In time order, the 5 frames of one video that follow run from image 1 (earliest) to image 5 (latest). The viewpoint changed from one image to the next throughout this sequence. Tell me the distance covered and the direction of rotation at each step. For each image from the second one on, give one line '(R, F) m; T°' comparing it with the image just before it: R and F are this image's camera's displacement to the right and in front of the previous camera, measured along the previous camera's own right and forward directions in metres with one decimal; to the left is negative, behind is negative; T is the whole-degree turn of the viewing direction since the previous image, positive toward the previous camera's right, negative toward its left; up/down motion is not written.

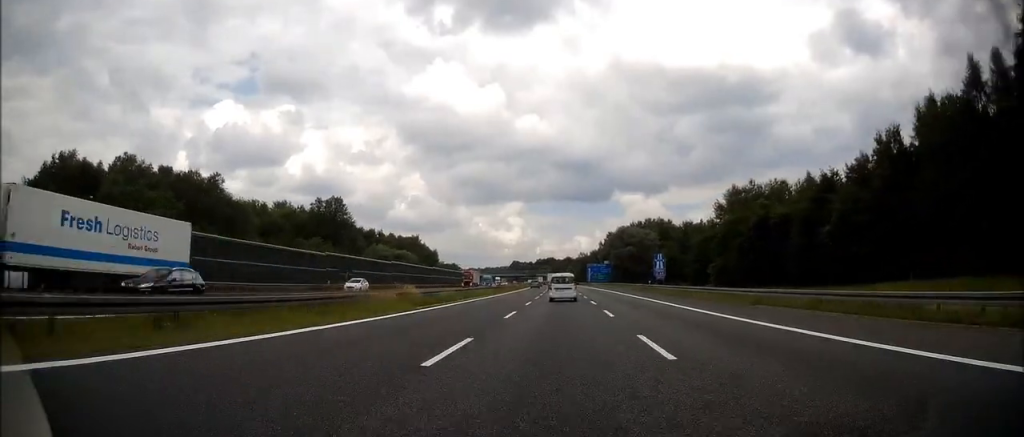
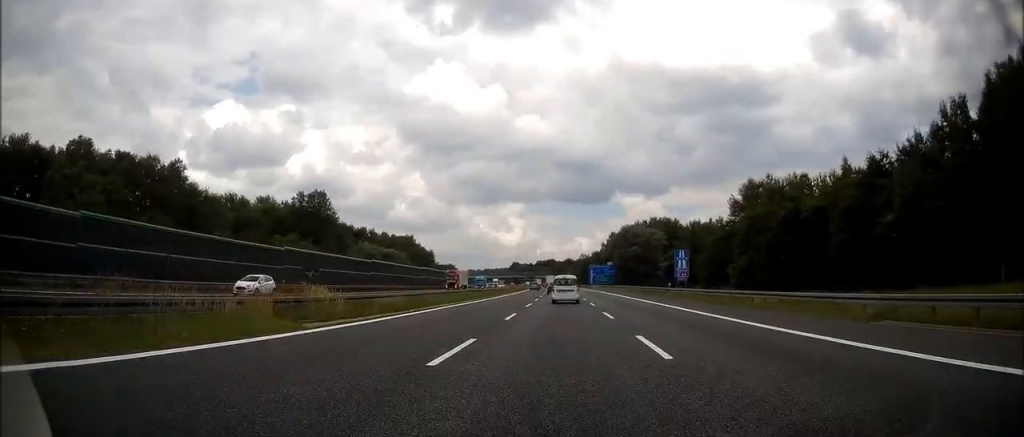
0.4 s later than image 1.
(0.0, +11.9) m; 0°
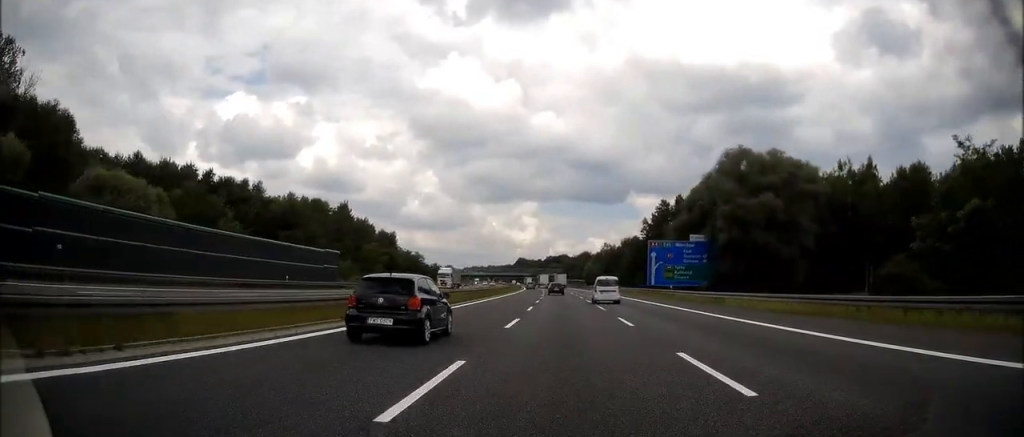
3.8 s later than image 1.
(-1.3, +99.1) m; -2°
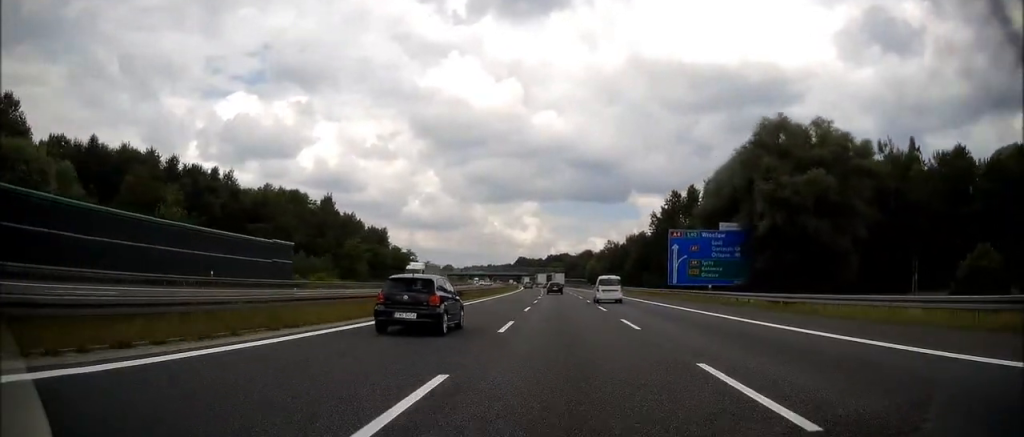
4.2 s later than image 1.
(0.0, +13.7) m; 0°
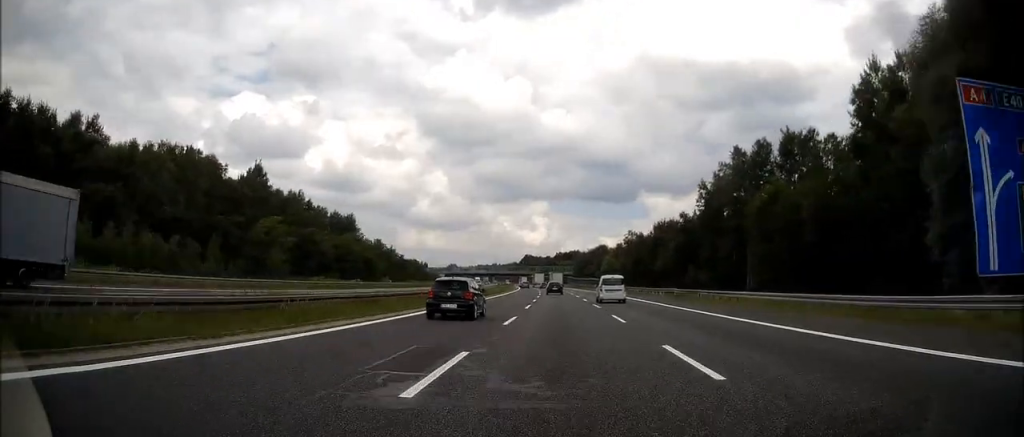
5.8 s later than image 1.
(-0.2, +45.4) m; 0°
